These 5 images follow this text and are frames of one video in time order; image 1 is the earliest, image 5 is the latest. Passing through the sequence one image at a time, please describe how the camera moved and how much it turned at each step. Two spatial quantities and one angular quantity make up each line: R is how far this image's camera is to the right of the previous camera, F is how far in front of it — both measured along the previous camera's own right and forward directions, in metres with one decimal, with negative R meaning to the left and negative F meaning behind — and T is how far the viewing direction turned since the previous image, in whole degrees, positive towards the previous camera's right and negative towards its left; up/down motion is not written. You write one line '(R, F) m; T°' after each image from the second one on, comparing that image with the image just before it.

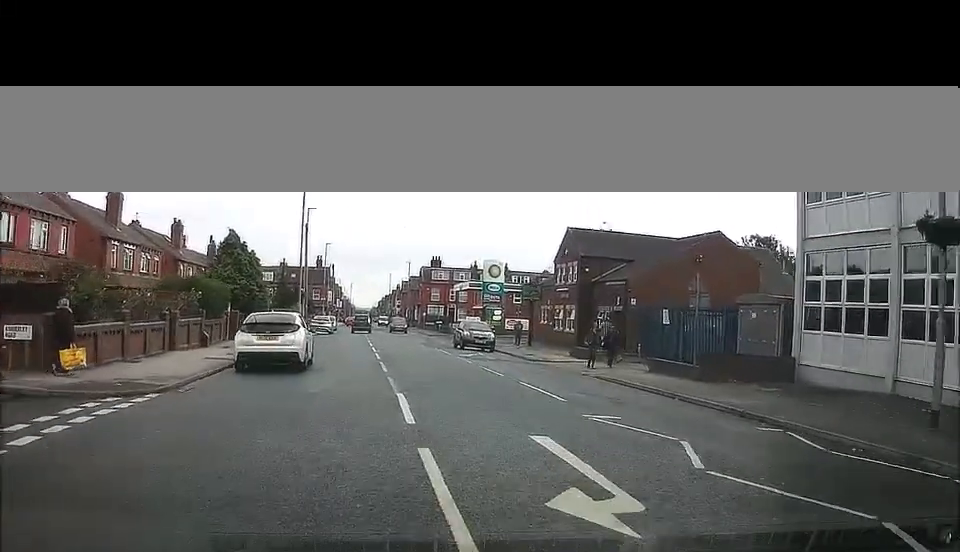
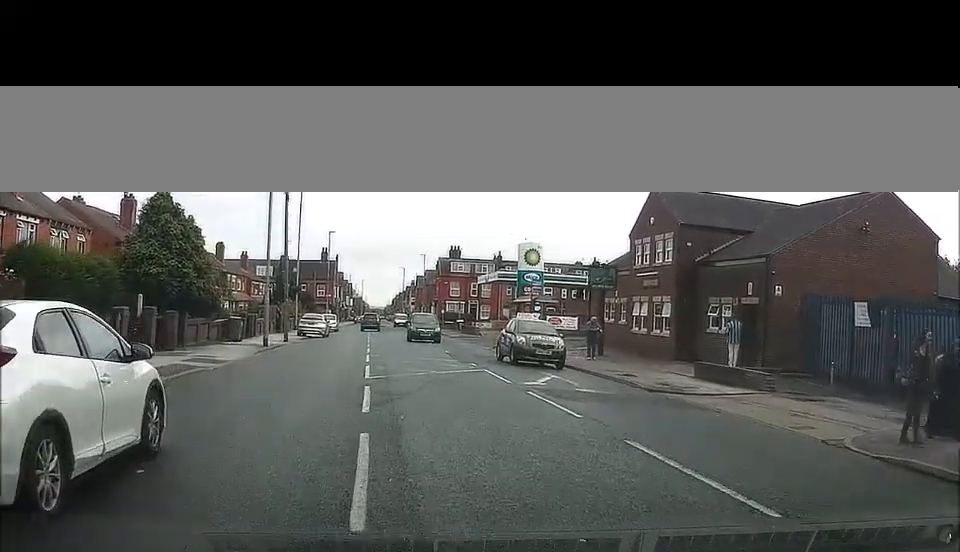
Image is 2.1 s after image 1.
(-0.7, +15.9) m; -5°
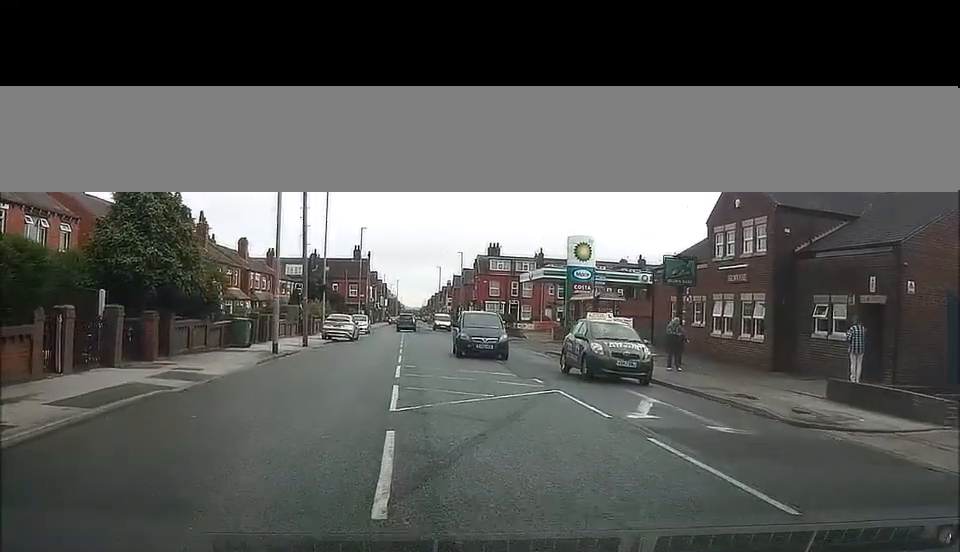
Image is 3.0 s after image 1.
(-0.1, +6.4) m; -3°
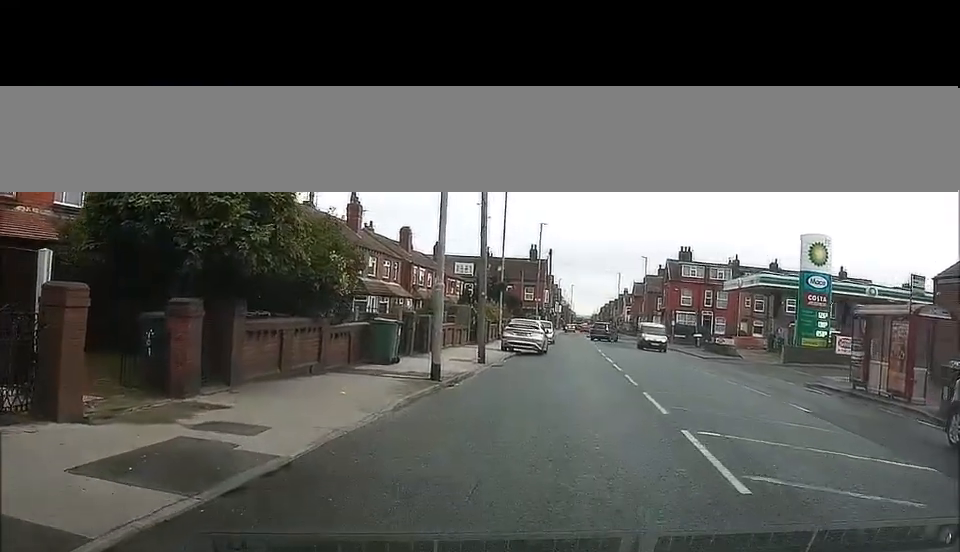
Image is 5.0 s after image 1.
(-1.2, +12.3) m; -10°
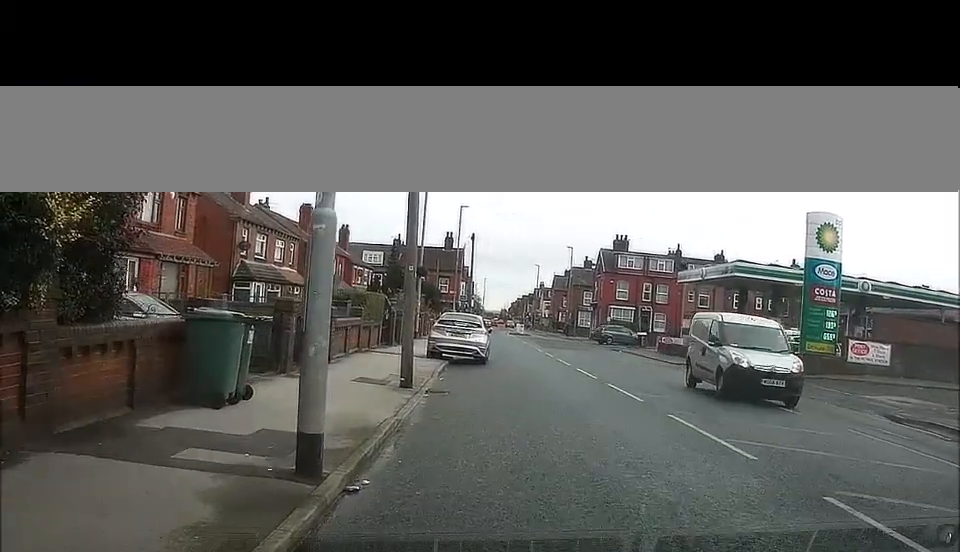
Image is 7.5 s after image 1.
(+0.4, +12.1) m; +9°
